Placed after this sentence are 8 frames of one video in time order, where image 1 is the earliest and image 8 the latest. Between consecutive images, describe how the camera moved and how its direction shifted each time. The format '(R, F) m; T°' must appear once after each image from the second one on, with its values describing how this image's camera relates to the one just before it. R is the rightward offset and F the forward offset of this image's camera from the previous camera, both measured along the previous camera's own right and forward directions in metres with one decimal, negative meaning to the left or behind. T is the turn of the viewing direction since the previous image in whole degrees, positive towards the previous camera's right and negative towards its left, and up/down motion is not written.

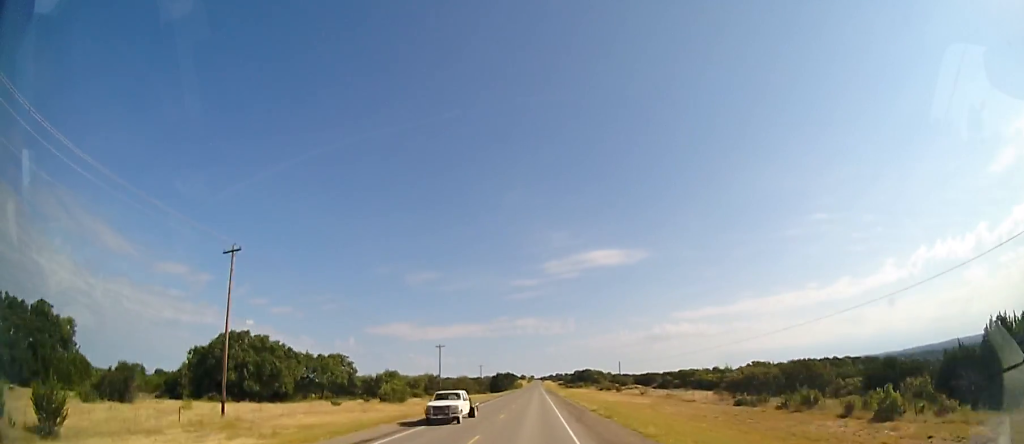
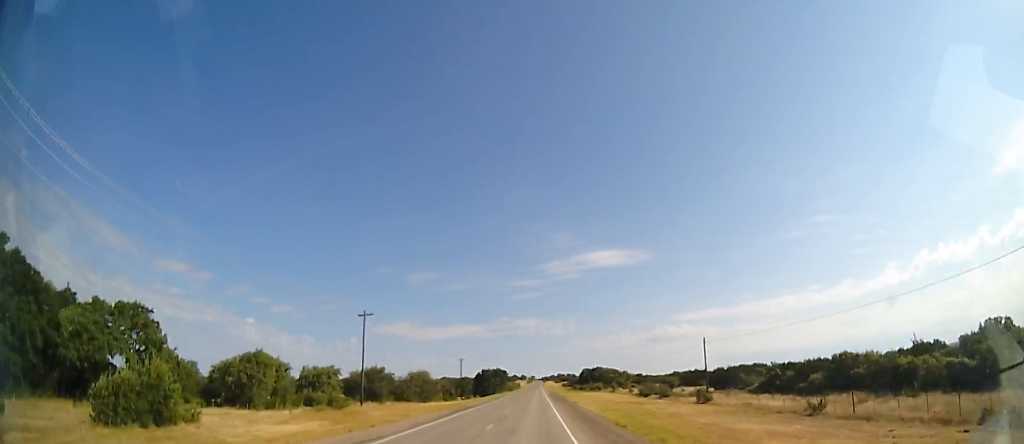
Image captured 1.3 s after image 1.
(-0.2, +43.0) m; -1°
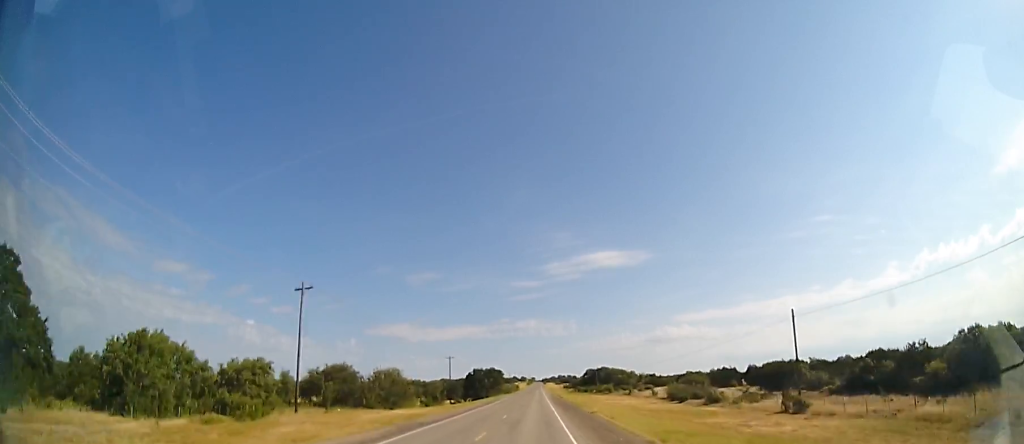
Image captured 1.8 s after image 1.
(0.0, +15.4) m; 0°
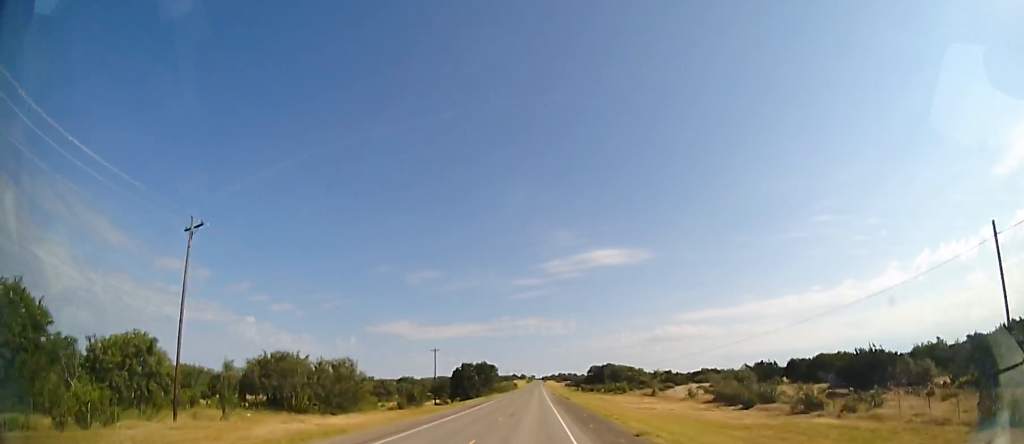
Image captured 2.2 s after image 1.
(0.0, +15.4) m; 0°
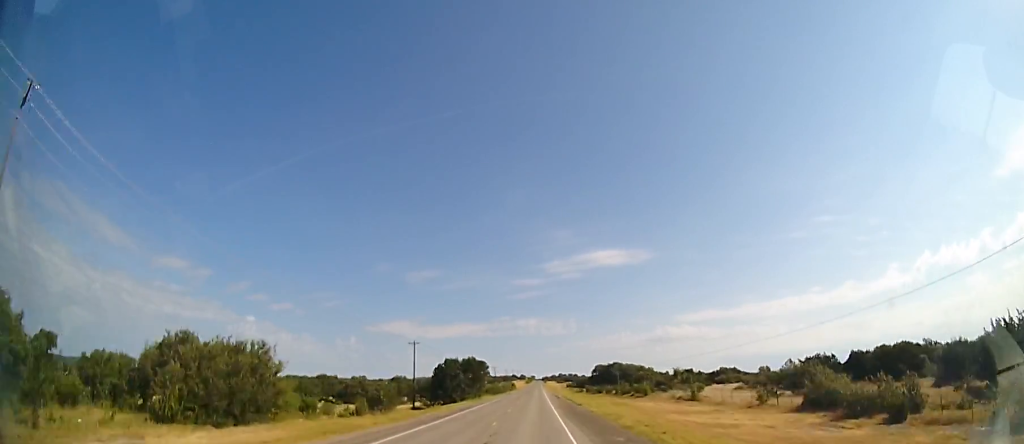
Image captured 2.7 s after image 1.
(0.0, +15.4) m; 0°
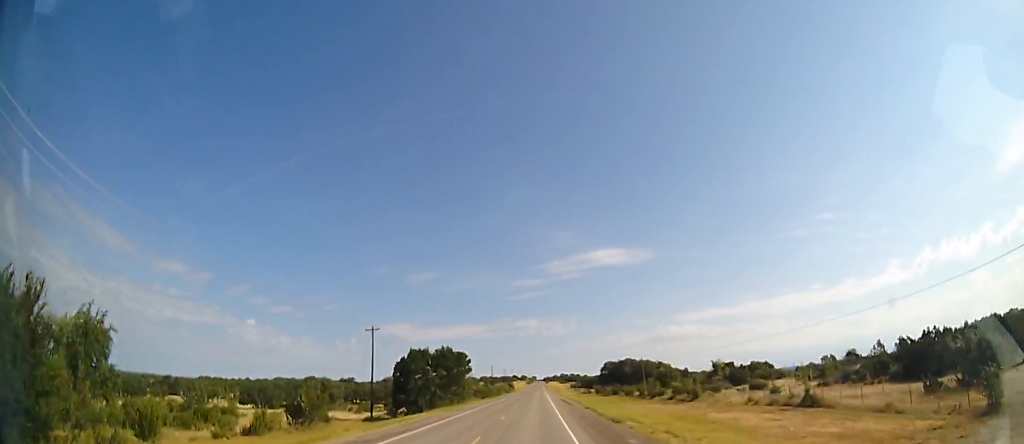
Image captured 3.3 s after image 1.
(0.0, +19.8) m; 0°
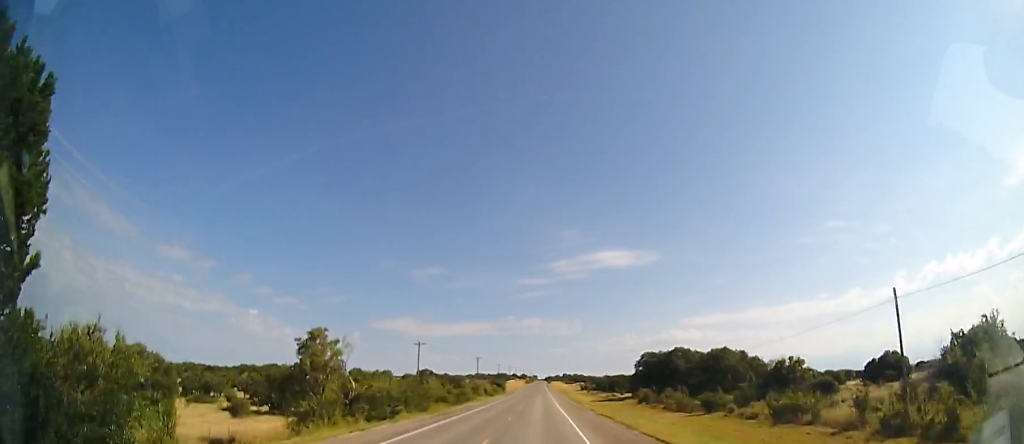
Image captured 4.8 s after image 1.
(-0.4, +49.8) m; -1°
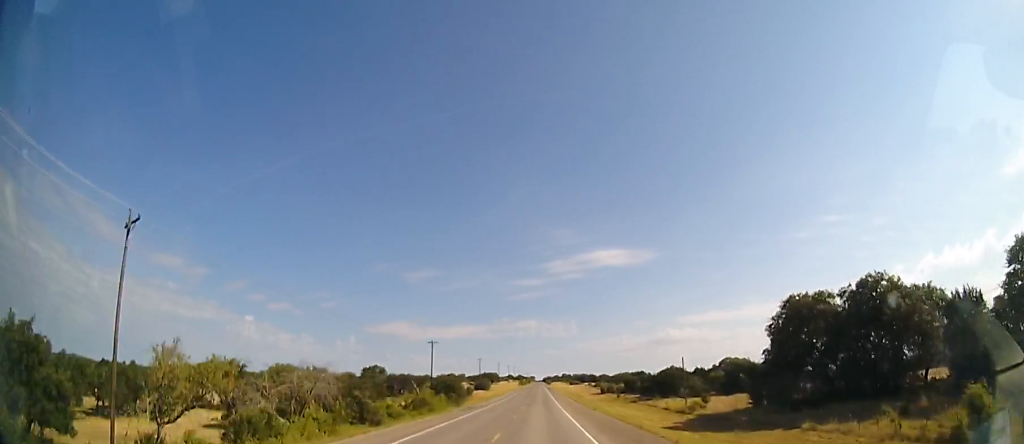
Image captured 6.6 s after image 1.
(+0.4, +58.8) m; +2°
